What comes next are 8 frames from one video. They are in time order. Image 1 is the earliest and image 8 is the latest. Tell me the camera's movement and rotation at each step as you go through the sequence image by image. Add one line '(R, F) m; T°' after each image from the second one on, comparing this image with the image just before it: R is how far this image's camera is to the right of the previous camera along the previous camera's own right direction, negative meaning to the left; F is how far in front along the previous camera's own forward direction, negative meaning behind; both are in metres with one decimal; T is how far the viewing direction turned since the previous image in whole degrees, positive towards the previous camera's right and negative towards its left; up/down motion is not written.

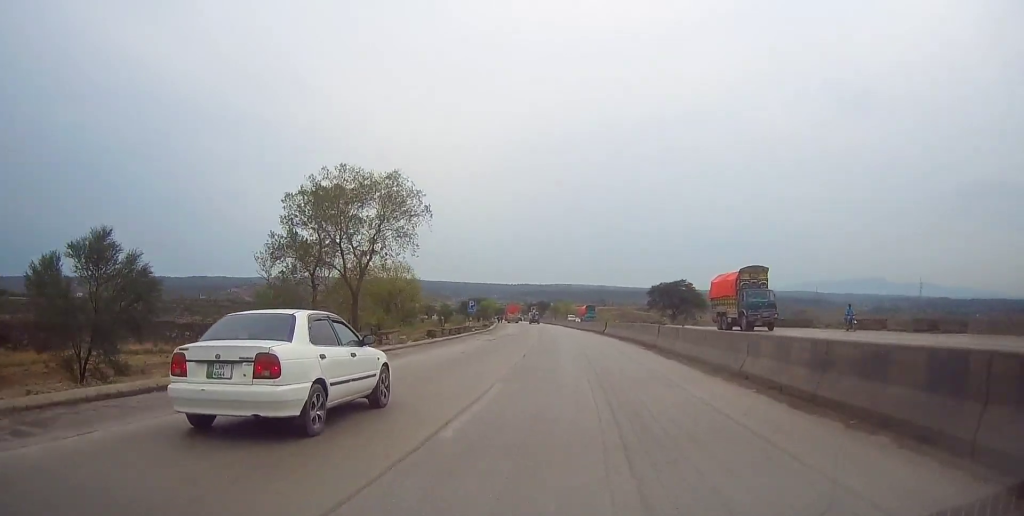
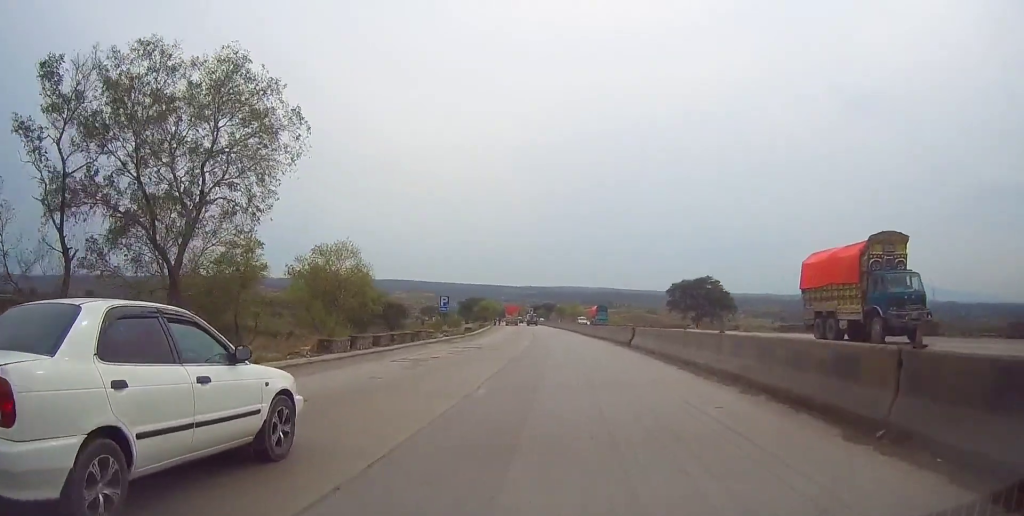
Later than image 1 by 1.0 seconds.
(0.0, +18.7) m; -1°
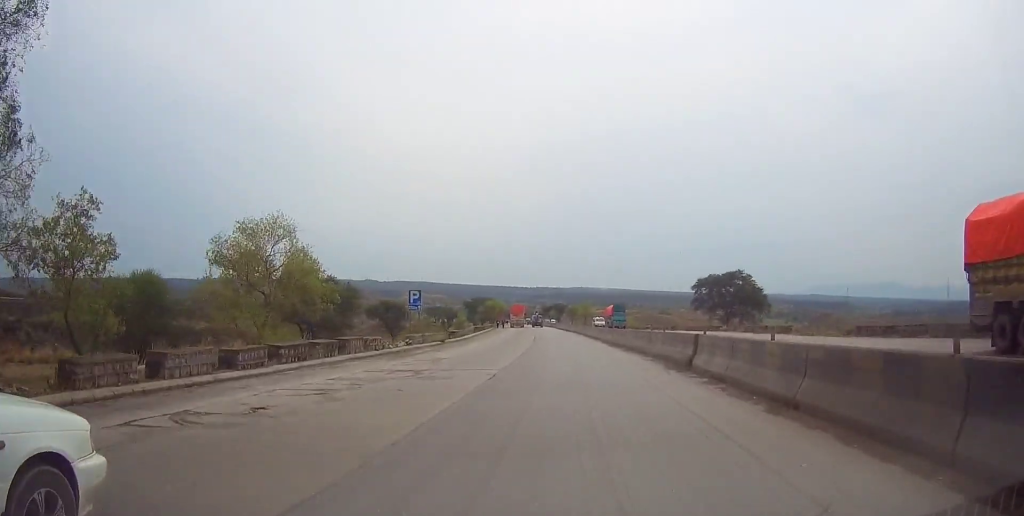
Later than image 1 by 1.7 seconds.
(-0.1, +13.8) m; -2°
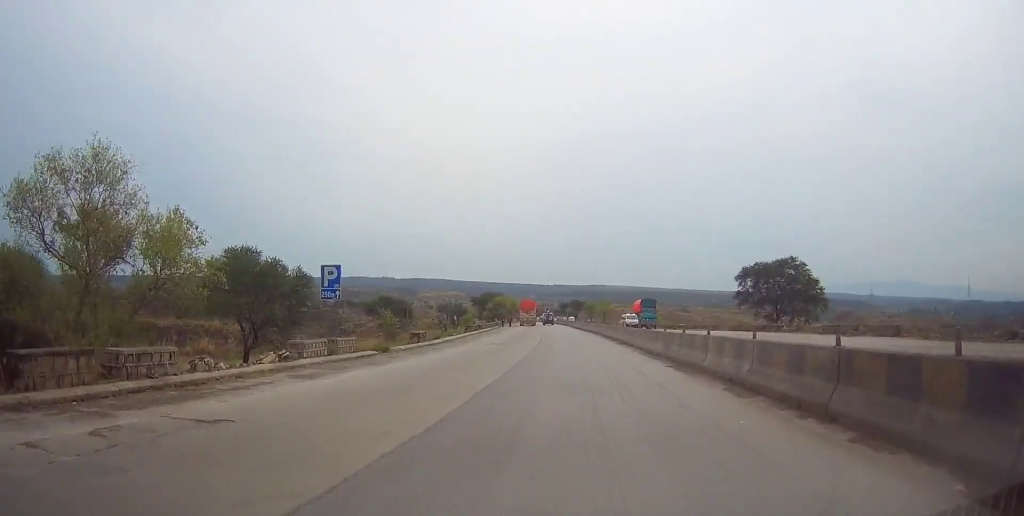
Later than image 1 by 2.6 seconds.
(-0.5, +17.0) m; -2°
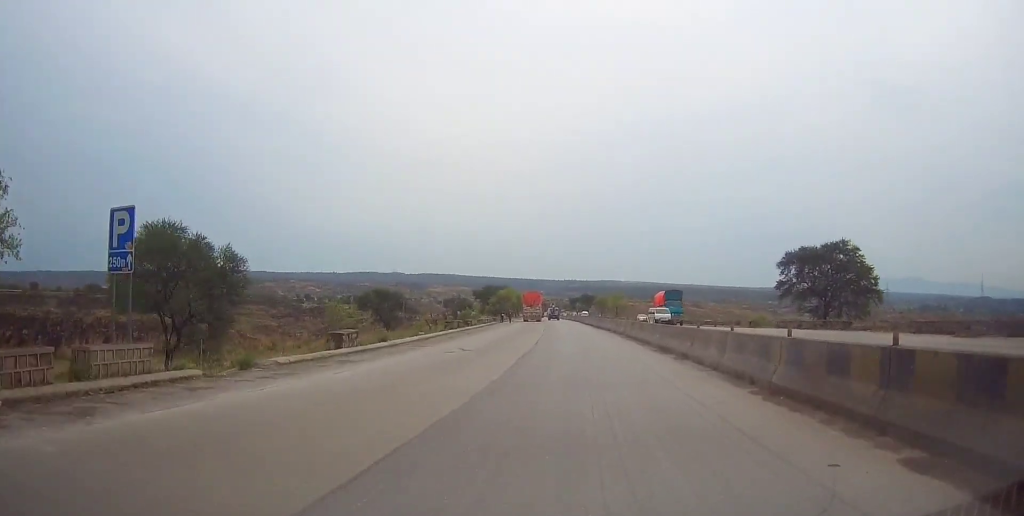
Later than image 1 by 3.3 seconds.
(-0.1, +13.1) m; -1°
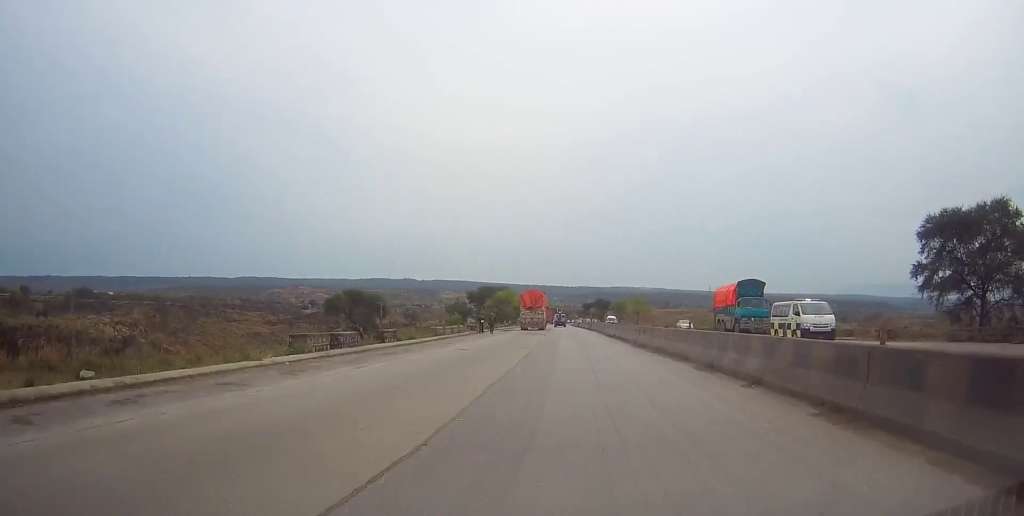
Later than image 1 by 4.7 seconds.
(0.0, +27.0) m; +1°
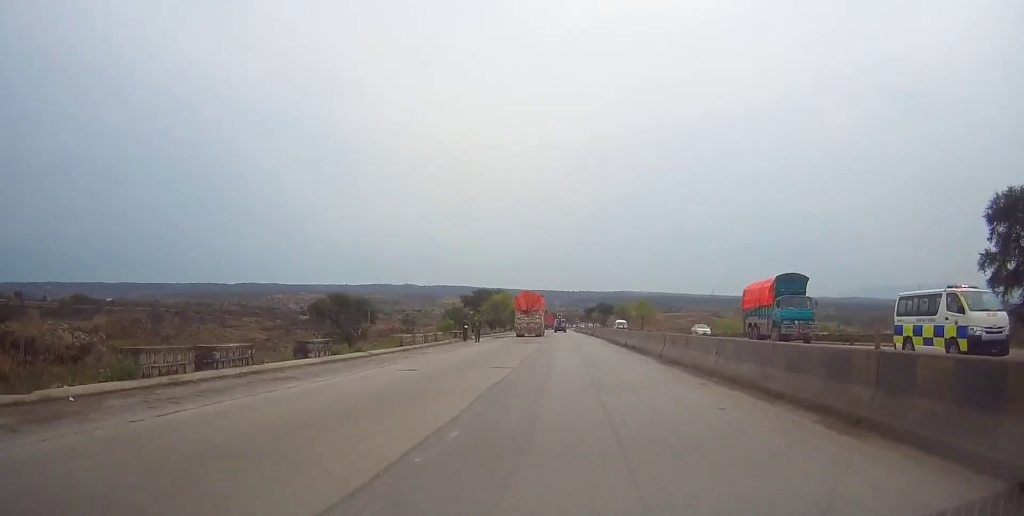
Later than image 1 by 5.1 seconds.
(+0.2, +8.5) m; 0°
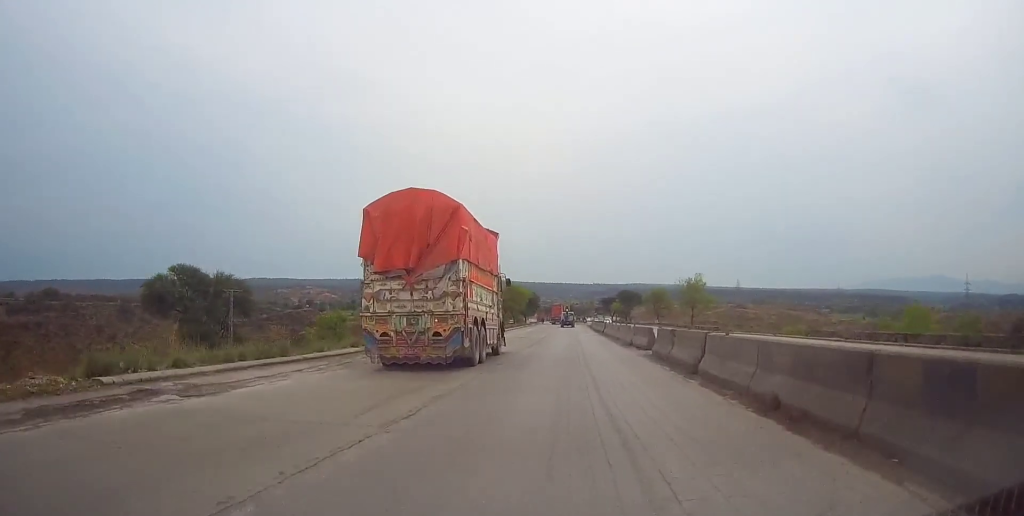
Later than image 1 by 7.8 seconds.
(-1.1, +51.9) m; -2°
